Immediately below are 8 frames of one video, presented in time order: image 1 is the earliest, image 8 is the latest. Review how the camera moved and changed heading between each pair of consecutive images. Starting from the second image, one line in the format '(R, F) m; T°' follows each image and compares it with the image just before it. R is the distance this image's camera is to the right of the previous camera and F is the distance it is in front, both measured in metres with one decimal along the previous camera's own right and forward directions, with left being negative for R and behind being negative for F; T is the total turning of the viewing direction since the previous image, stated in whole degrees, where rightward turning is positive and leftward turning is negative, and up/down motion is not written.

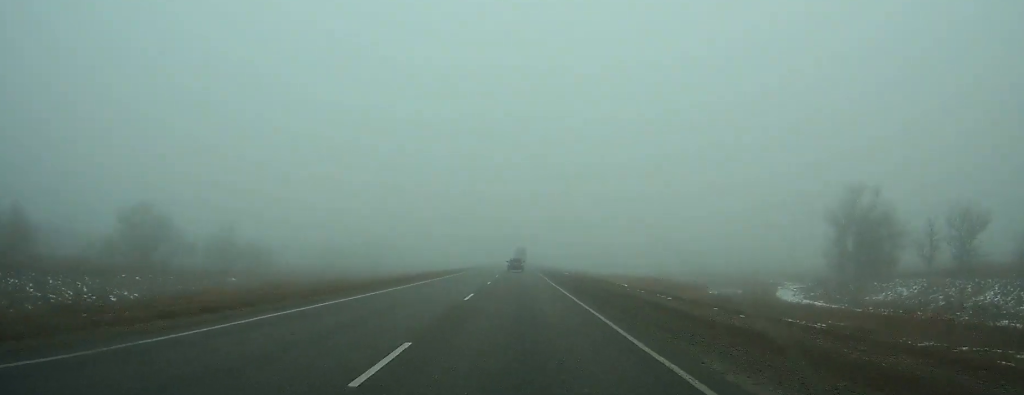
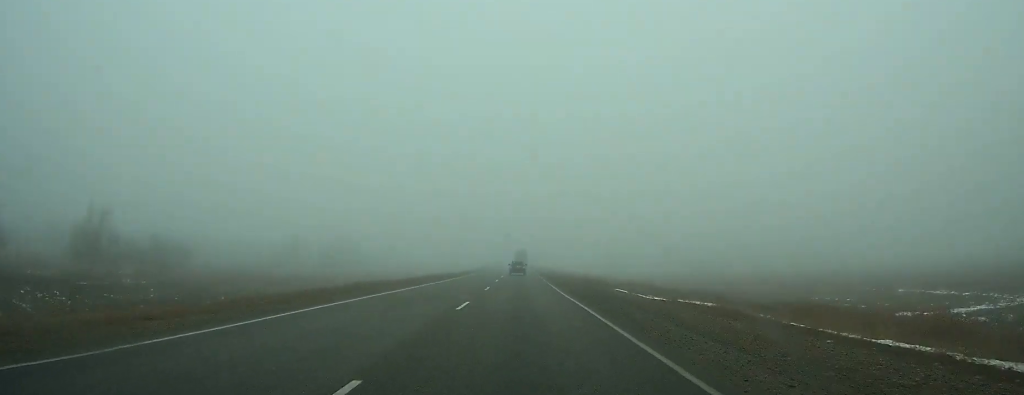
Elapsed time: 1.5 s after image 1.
(+0.1, +37.0) m; 0°
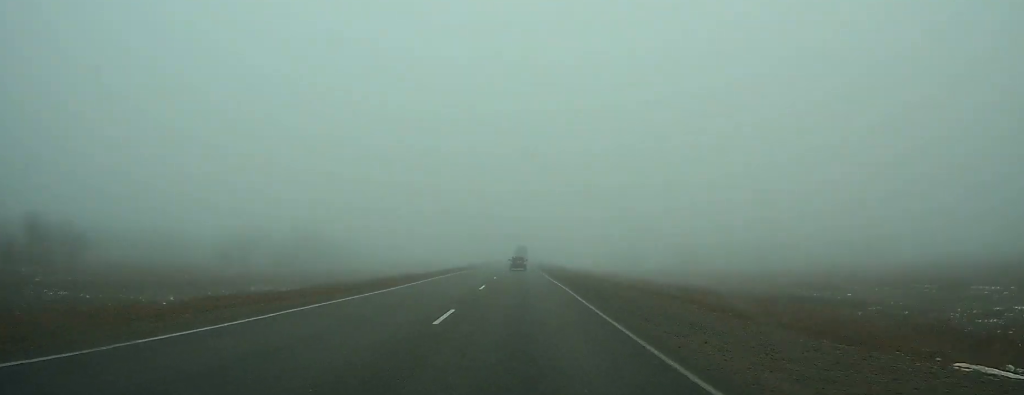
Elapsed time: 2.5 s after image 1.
(0.0, +27.9) m; 0°
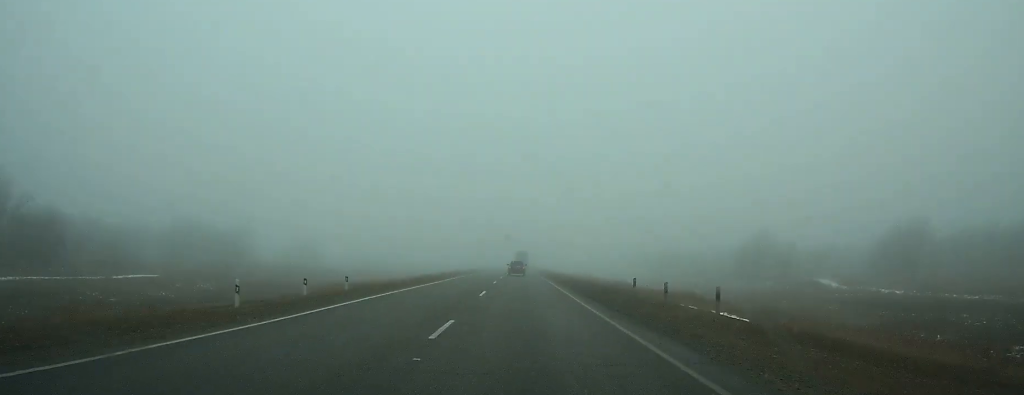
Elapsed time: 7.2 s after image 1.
(-0.3, +125.0) m; 0°
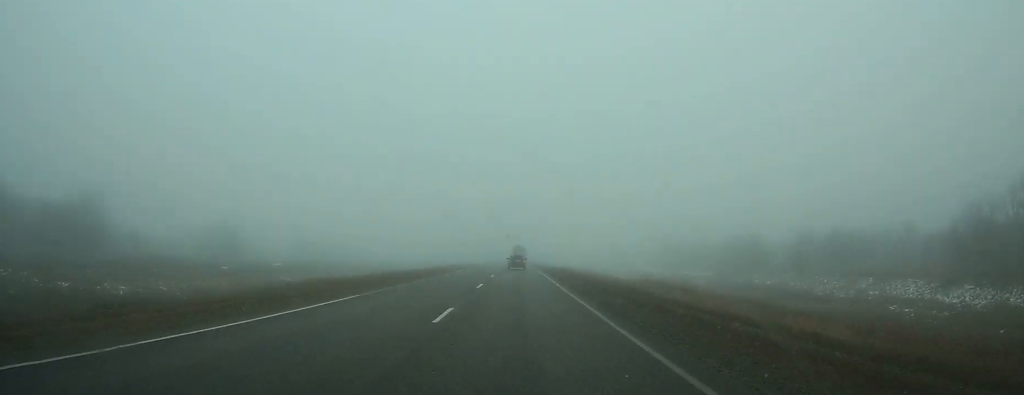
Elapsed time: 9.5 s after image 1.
(+0.2, +57.0) m; 0°
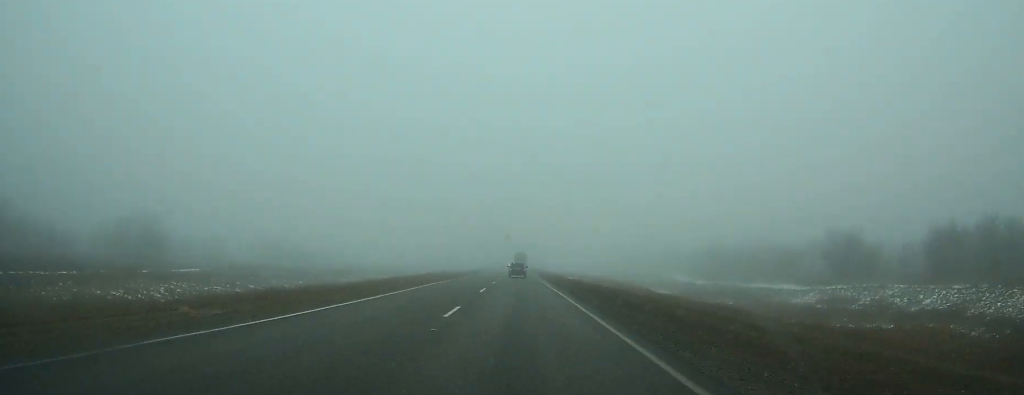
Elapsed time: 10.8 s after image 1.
(0.0, +33.0) m; 0°
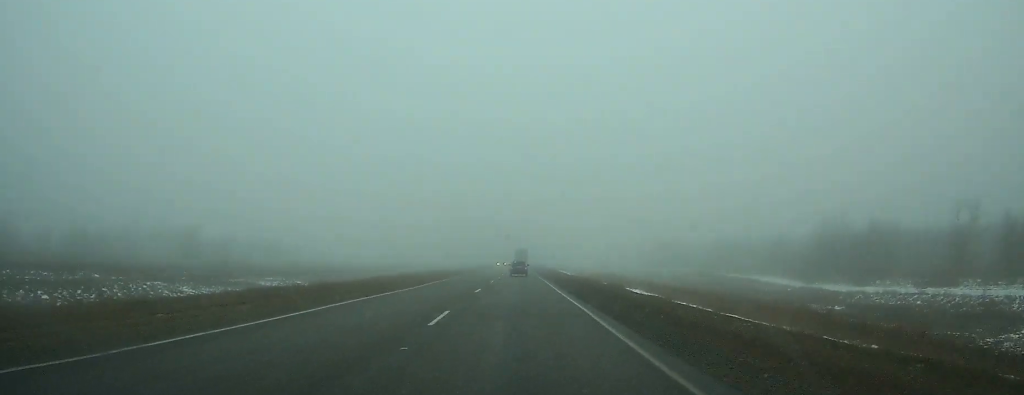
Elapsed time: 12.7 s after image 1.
(0.0, +49.3) m; 0°
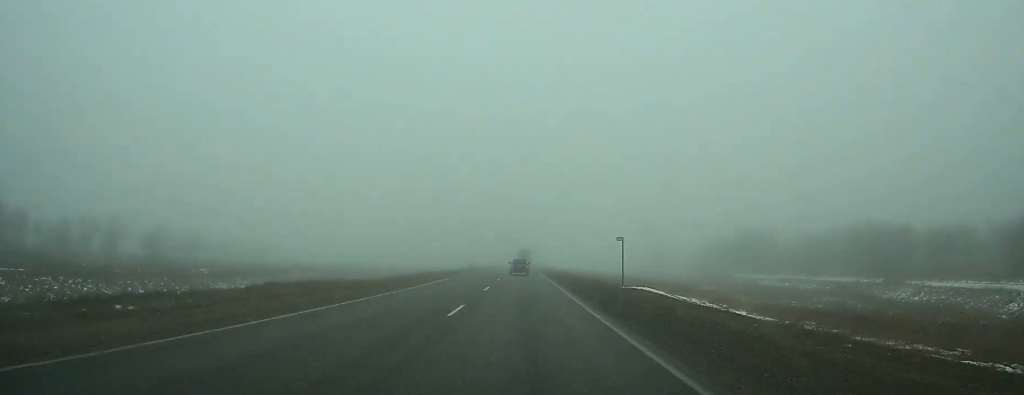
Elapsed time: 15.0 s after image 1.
(-0.1, +60.6) m; 0°
